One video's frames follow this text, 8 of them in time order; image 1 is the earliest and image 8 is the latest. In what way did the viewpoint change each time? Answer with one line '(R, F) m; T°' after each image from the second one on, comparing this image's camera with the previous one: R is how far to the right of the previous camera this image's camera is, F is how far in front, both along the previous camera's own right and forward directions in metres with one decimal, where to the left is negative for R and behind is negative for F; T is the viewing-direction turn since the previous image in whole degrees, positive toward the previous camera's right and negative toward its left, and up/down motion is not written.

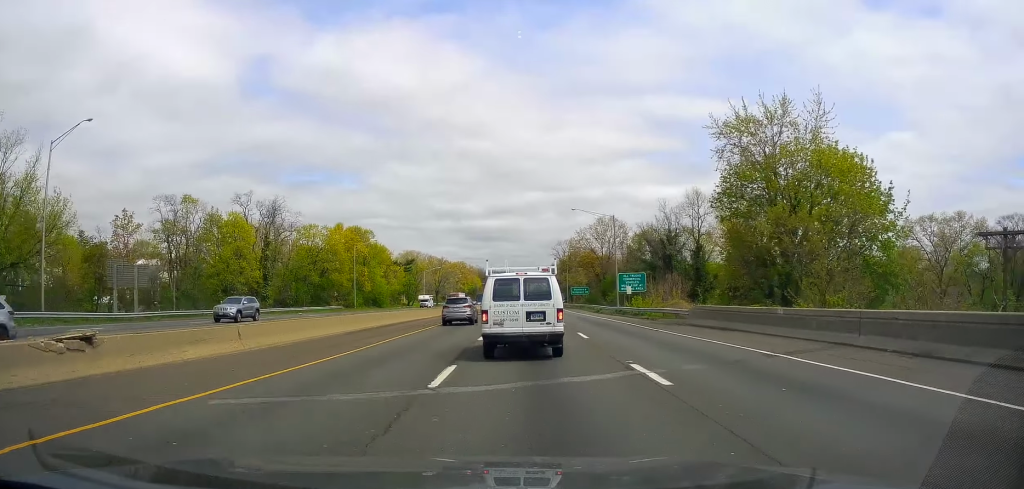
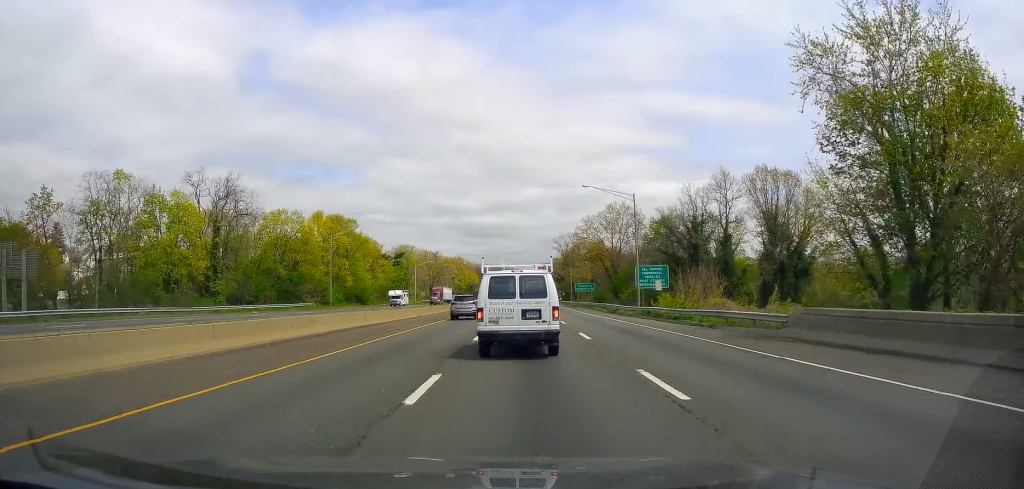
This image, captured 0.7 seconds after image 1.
(-0.2, +14.9) m; 0°
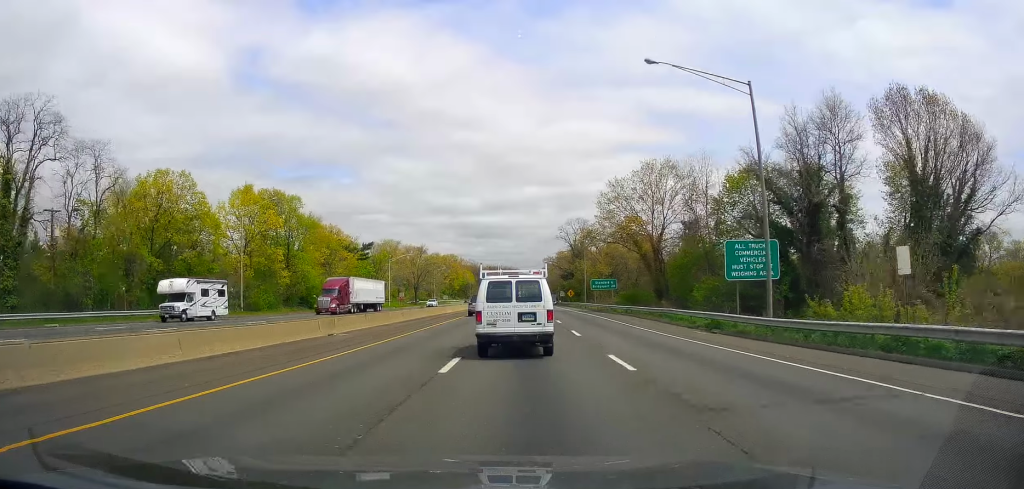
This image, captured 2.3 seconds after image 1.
(-0.1, +34.6) m; -1°
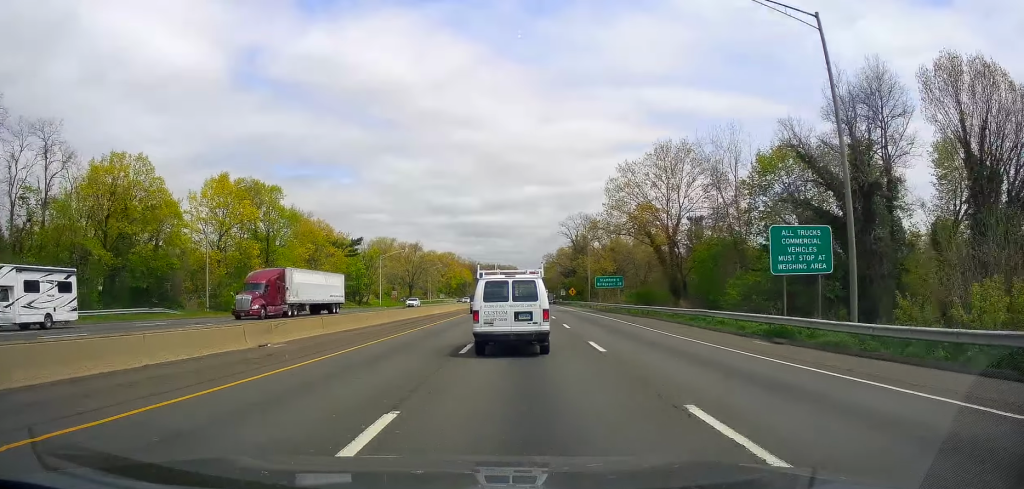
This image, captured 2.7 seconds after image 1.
(-0.1, +8.1) m; 0°
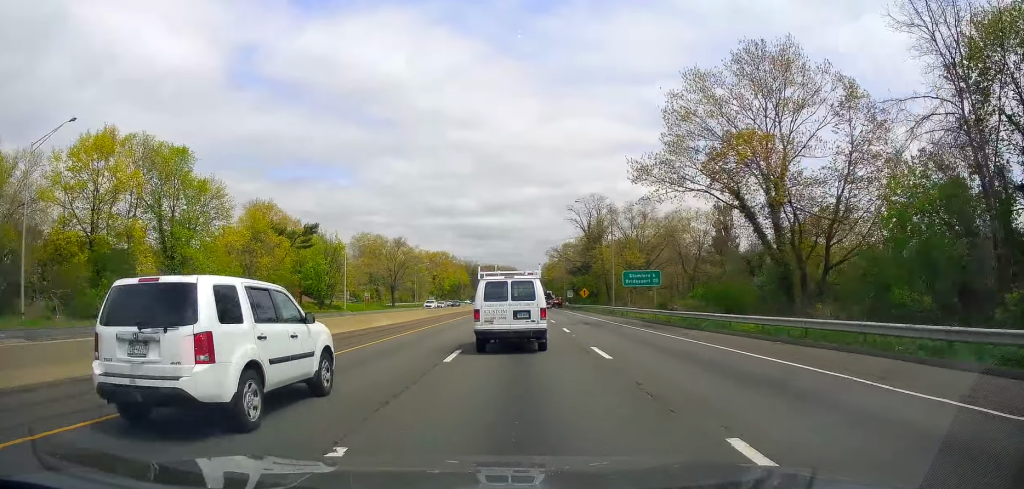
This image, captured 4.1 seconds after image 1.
(+0.3, +27.1) m; +2°
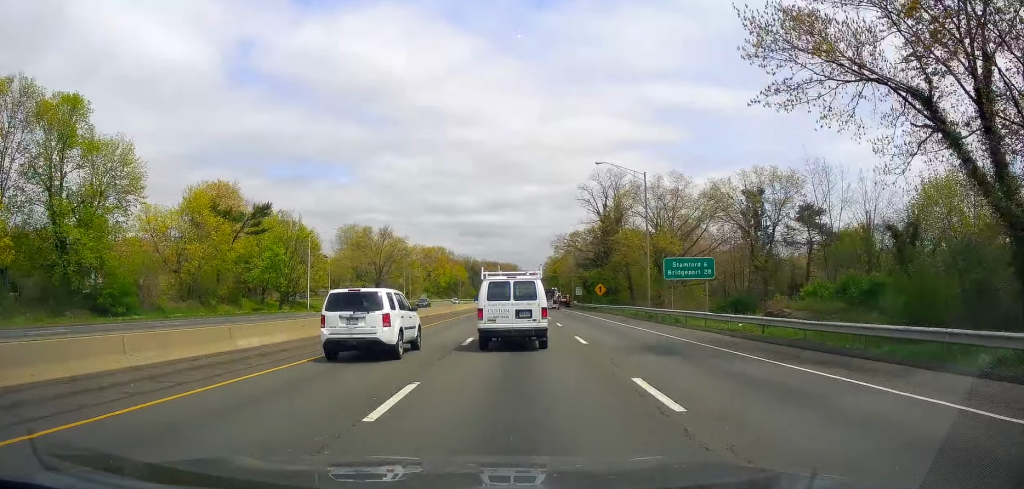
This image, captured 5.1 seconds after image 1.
(+0.2, +19.5) m; 0°
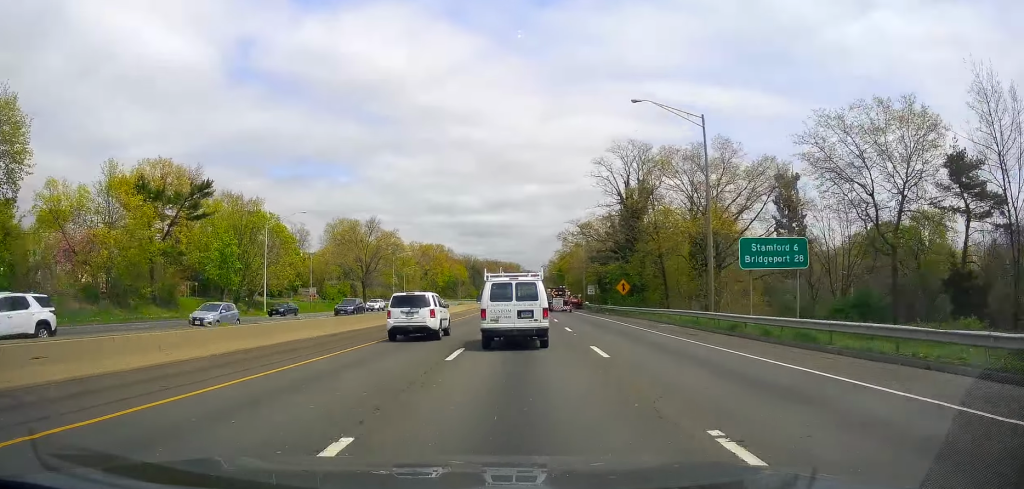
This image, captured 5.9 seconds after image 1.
(-0.3, +16.8) m; 0°
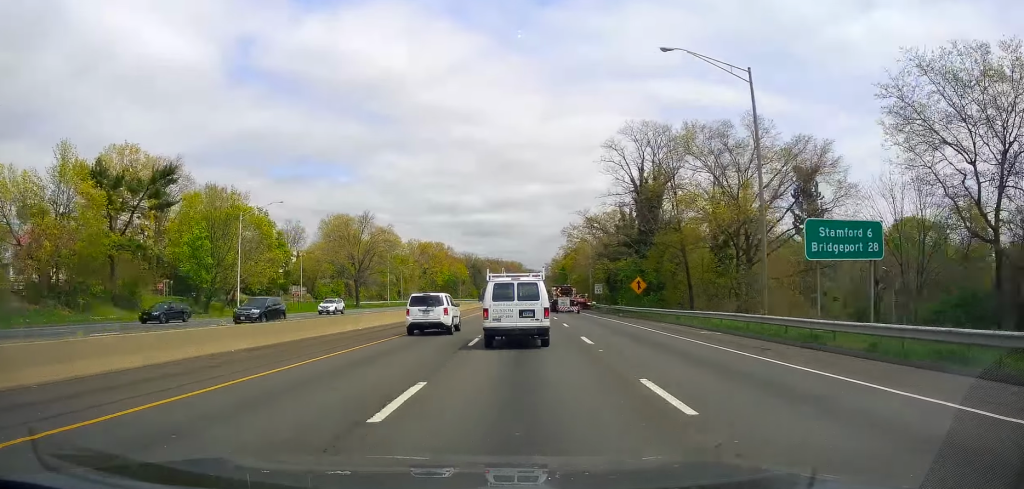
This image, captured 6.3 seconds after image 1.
(+0.1, +7.8) m; 0°
